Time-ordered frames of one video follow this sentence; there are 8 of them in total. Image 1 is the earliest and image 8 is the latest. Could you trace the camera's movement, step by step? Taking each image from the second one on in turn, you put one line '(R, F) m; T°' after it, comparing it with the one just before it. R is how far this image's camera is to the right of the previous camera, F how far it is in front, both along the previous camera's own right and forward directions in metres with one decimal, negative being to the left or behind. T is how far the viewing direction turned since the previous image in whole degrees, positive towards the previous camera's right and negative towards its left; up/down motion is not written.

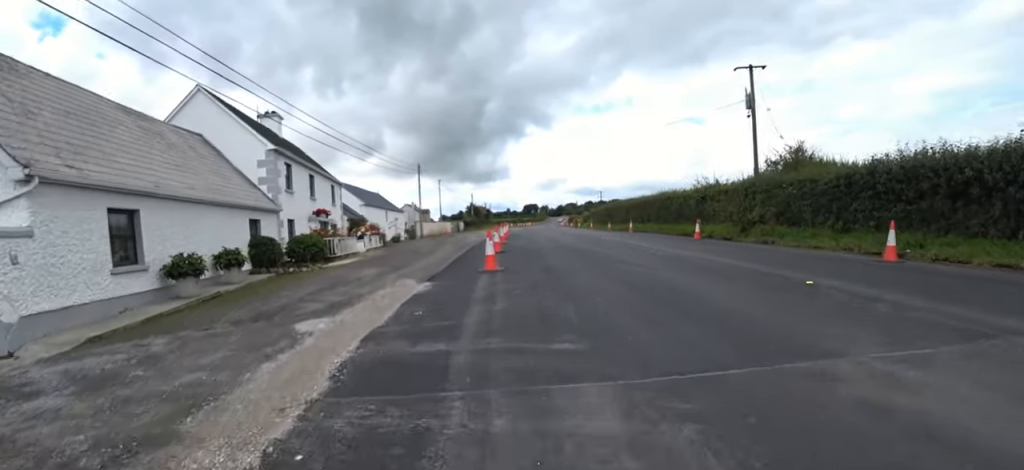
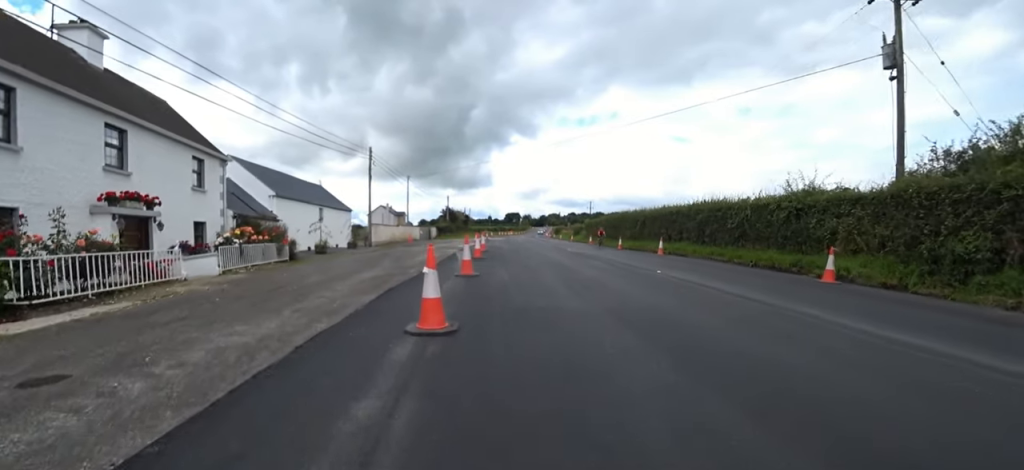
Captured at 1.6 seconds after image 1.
(-0.6, +10.6) m; +2°
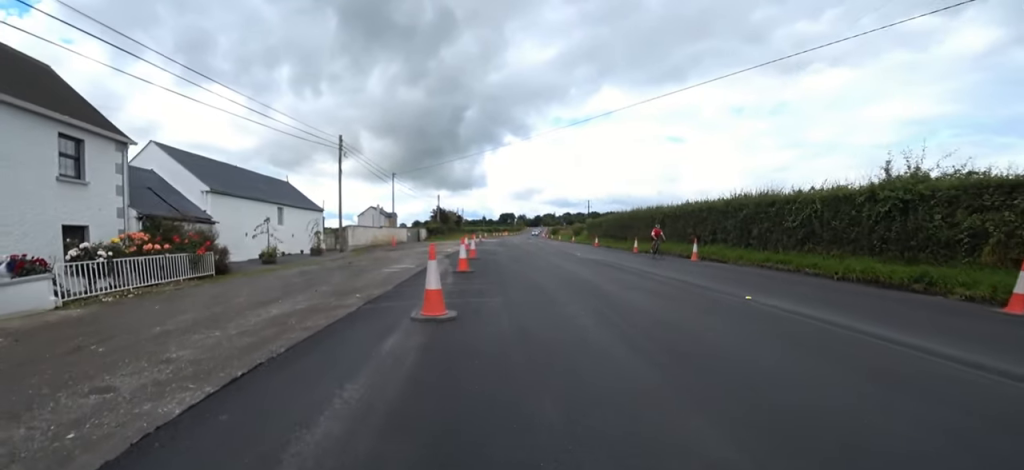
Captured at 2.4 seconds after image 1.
(+0.2, +4.8) m; +3°
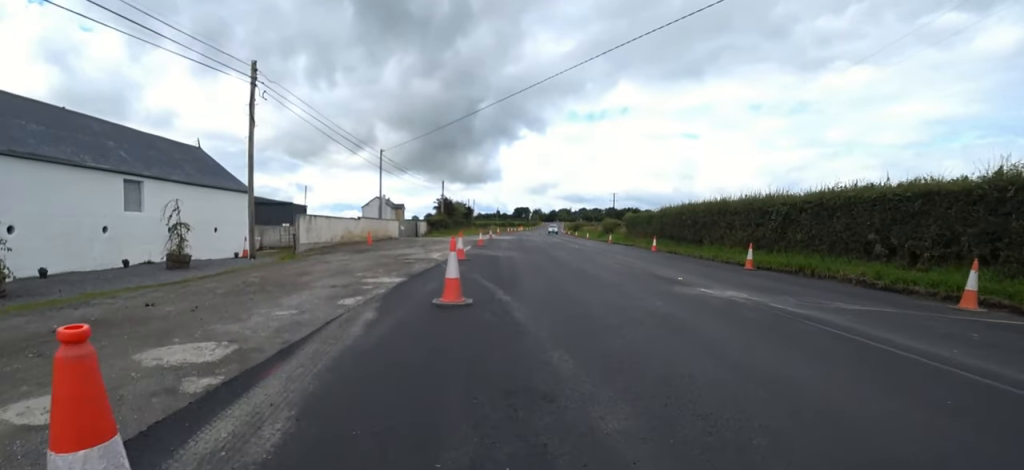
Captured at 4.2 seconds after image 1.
(+0.1, +11.3) m; -3°
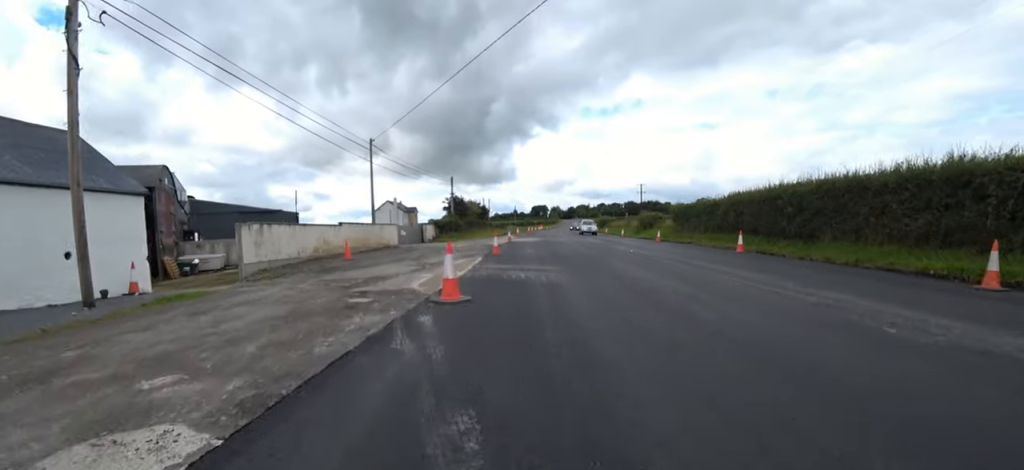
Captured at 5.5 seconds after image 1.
(-0.9, +7.7) m; -7°
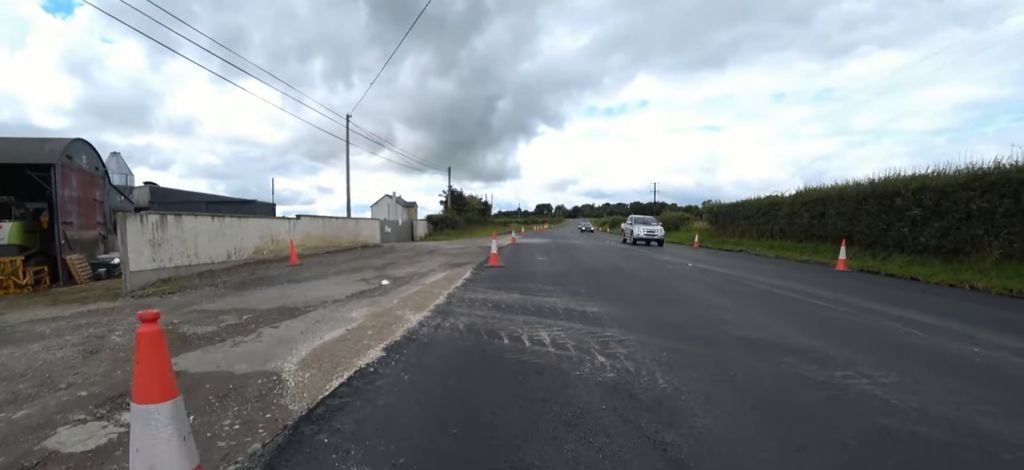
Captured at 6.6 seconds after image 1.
(0.0, +6.0) m; +2°
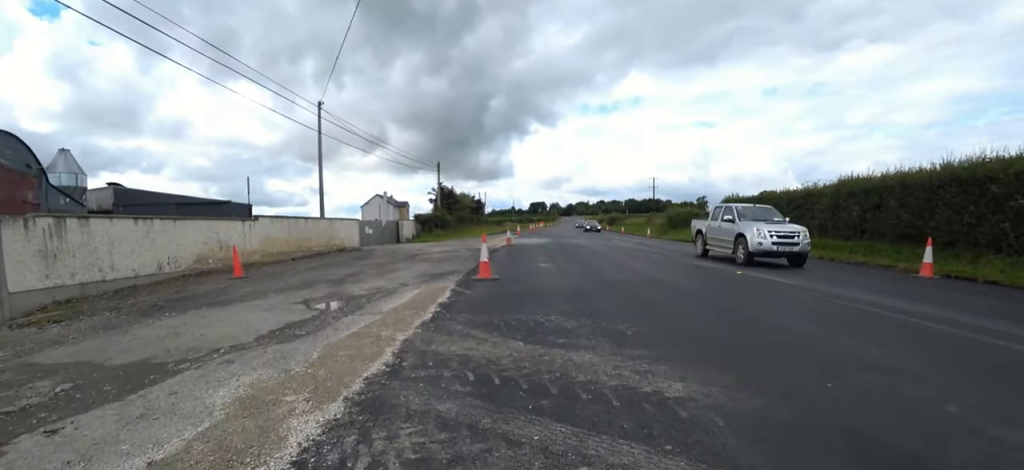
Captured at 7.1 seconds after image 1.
(+0.1, +3.2) m; +3°
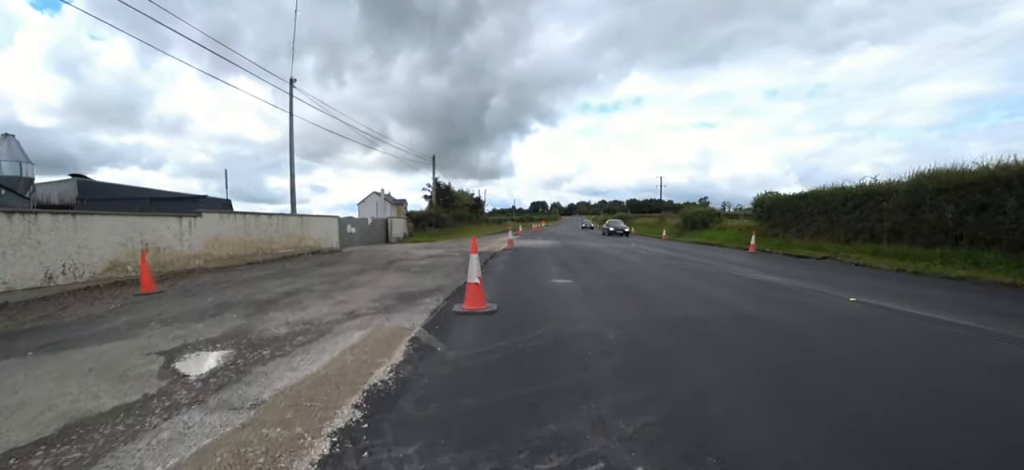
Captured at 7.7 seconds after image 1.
(0.0, +3.5) m; +4°
